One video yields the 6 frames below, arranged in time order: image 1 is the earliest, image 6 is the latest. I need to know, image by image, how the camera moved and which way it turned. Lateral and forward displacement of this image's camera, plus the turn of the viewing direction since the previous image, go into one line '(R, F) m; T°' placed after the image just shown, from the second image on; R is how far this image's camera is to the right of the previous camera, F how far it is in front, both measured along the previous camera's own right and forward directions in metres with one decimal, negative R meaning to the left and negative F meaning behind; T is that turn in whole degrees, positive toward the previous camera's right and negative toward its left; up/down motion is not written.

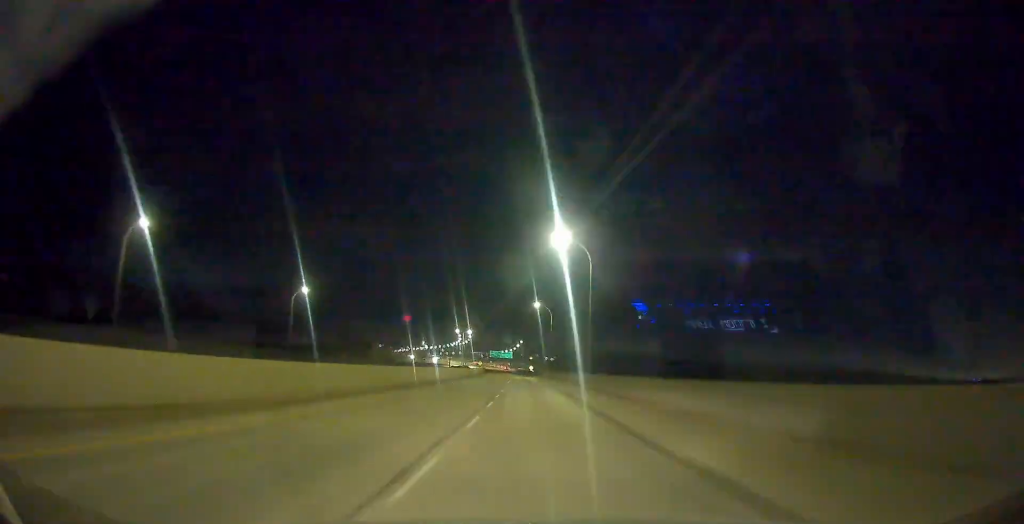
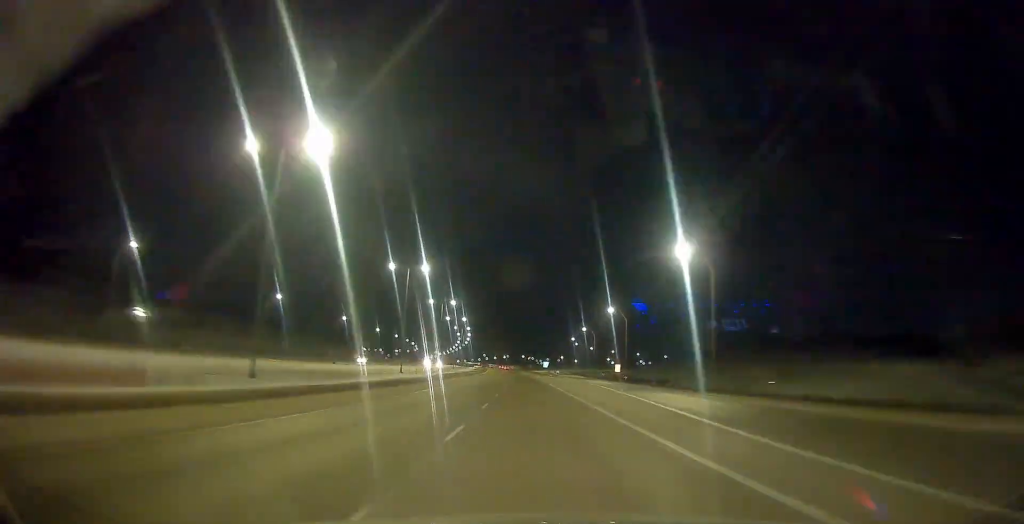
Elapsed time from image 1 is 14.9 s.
(-23.7, +399.6) m; -6°
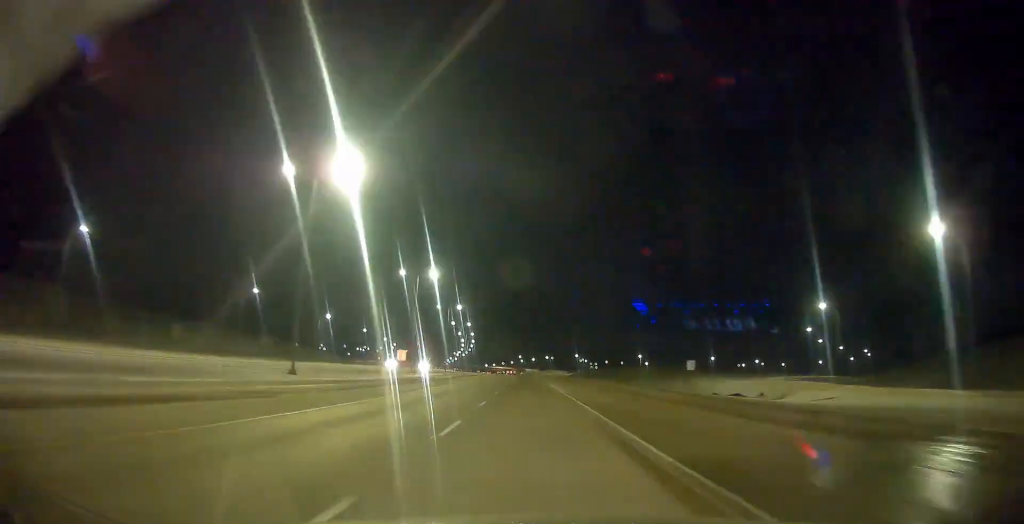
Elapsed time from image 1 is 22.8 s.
(-7.4, +237.6) m; -4°
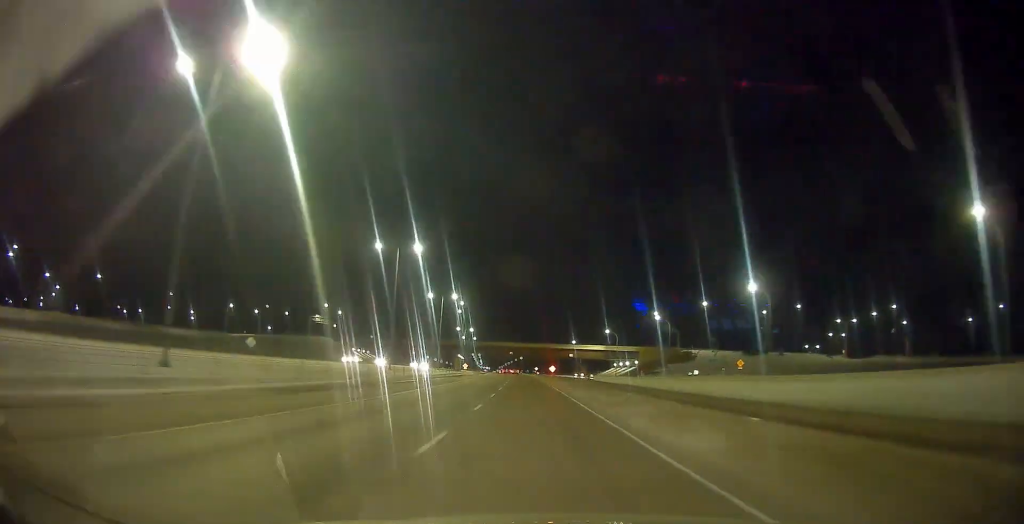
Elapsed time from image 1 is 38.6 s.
(-24.5, +423.8) m; -7°
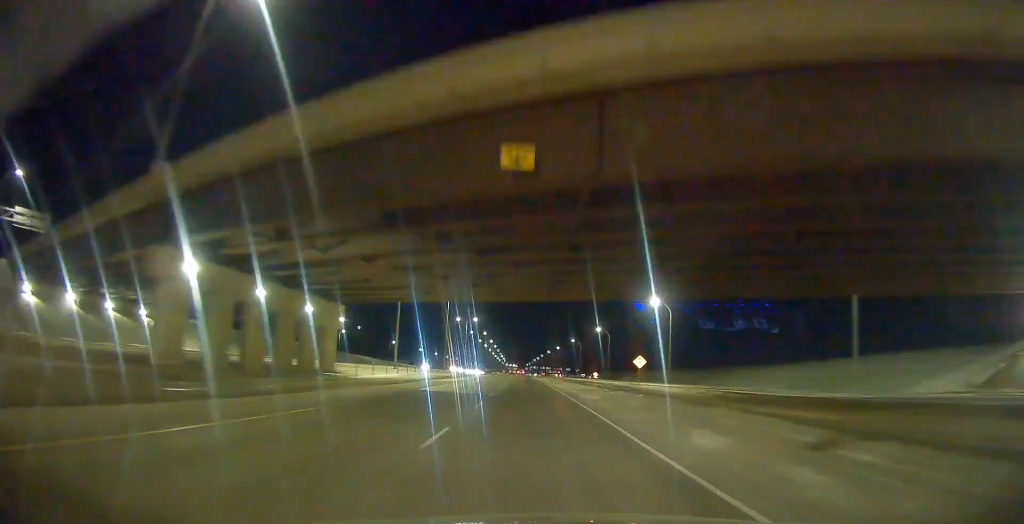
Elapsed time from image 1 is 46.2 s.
(-5.3, +177.8) m; -2°
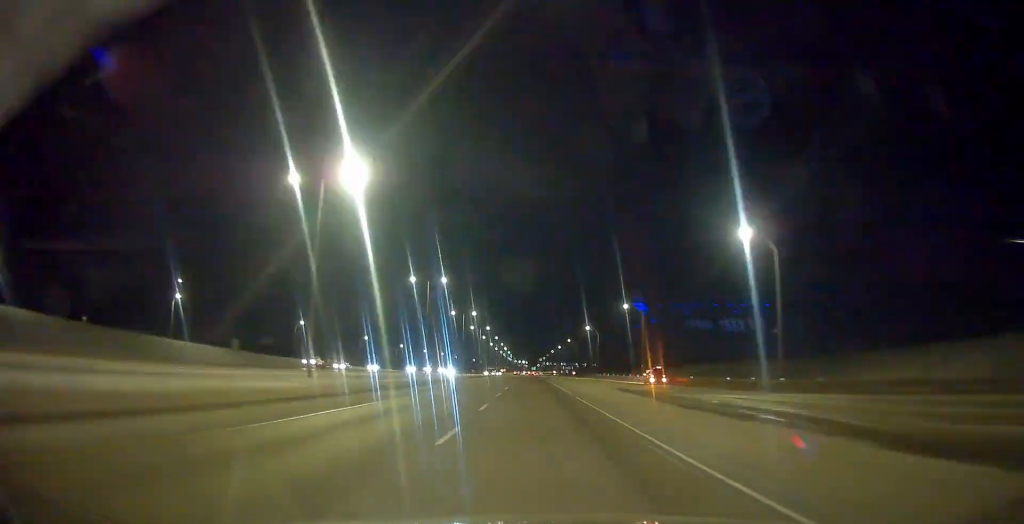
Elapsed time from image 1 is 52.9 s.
(-0.8, +156.0) m; 0°
